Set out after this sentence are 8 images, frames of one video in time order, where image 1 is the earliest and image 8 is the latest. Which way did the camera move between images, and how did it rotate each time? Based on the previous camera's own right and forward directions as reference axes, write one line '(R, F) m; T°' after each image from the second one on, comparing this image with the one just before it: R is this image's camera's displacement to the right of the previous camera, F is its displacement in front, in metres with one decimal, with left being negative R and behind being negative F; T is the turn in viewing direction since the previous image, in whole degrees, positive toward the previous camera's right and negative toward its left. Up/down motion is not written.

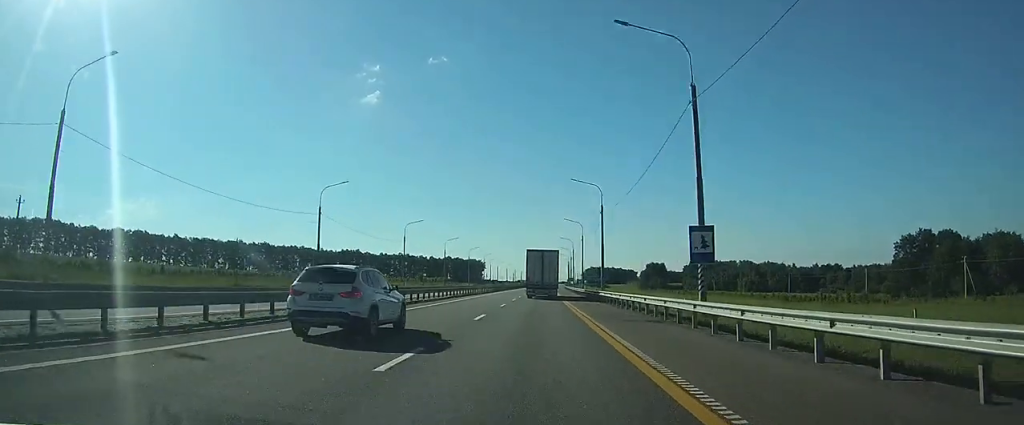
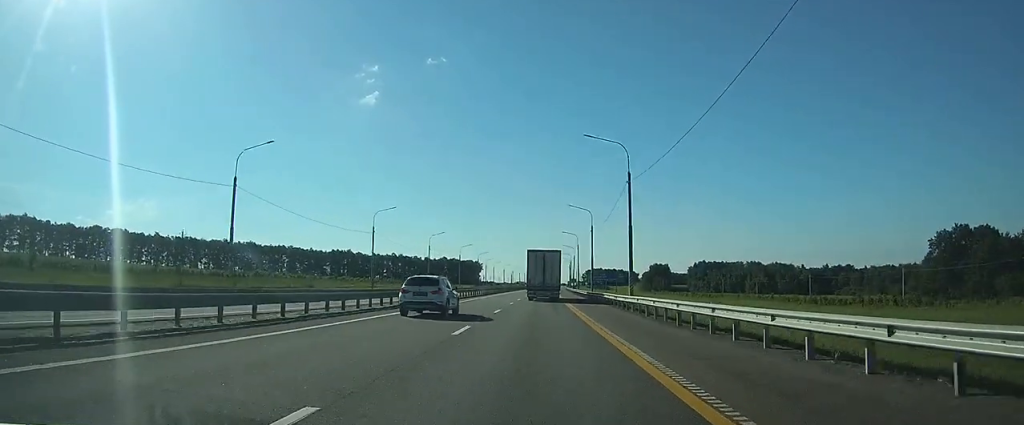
(0.0, +17.6) m; 0°
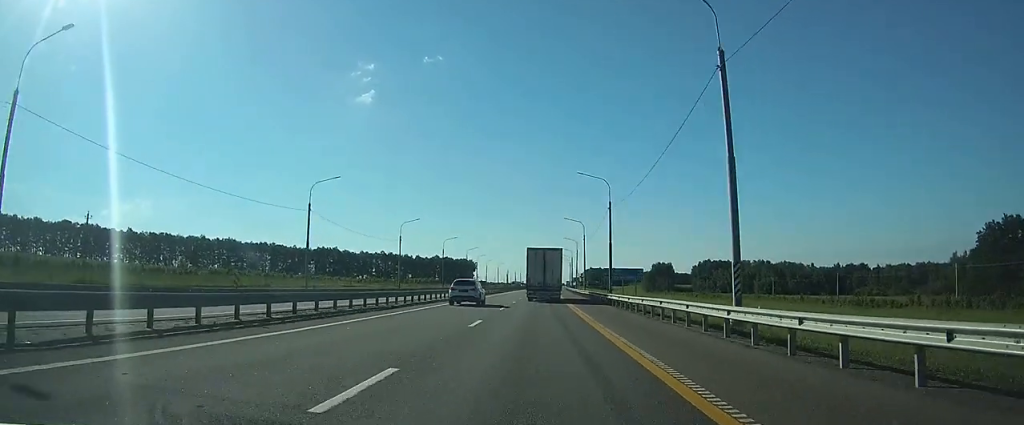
(+0.1, +21.3) m; 0°
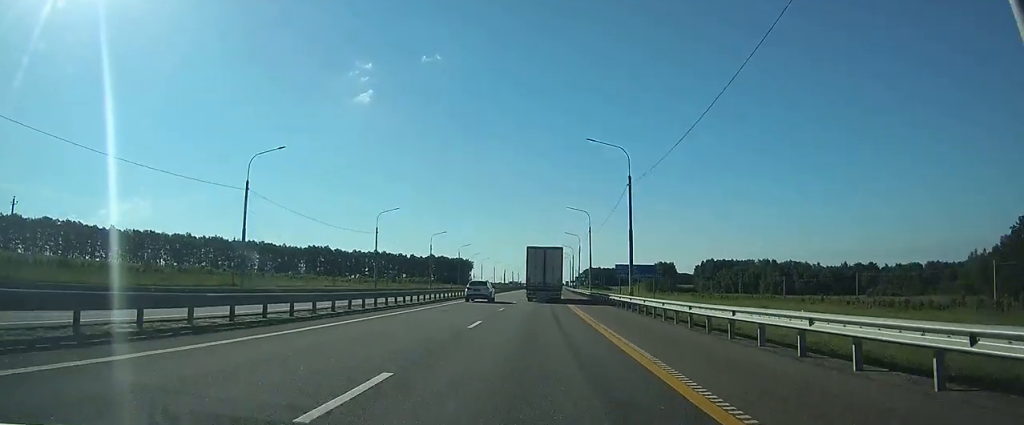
(0.0, +12.6) m; 0°
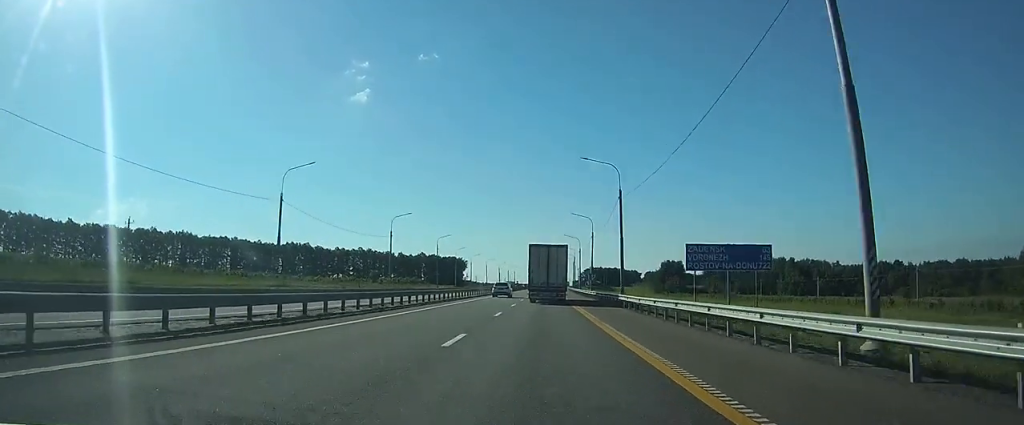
(0.0, +29.7) m; 0°
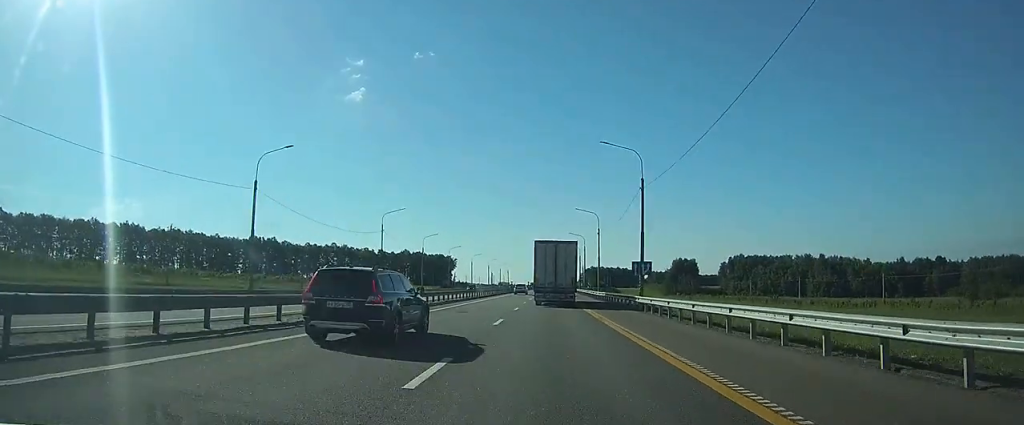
(0.0, +40.7) m; 0°
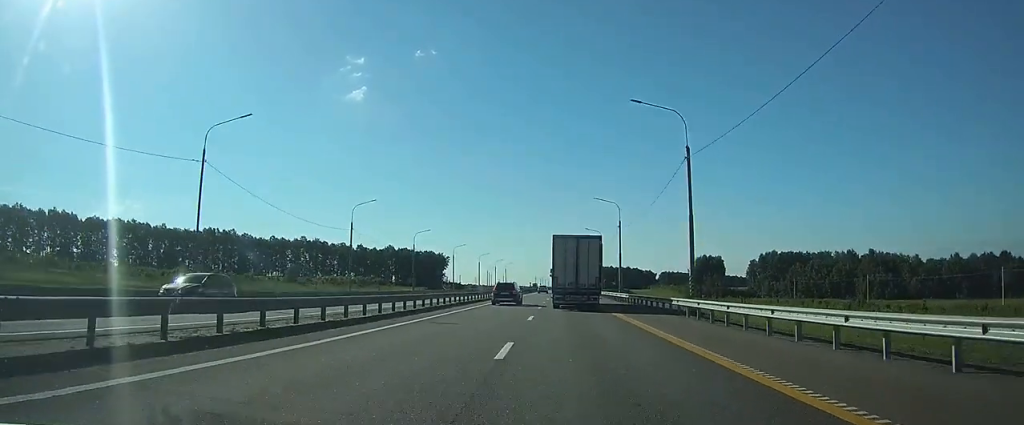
(0.0, +44.4) m; 0°
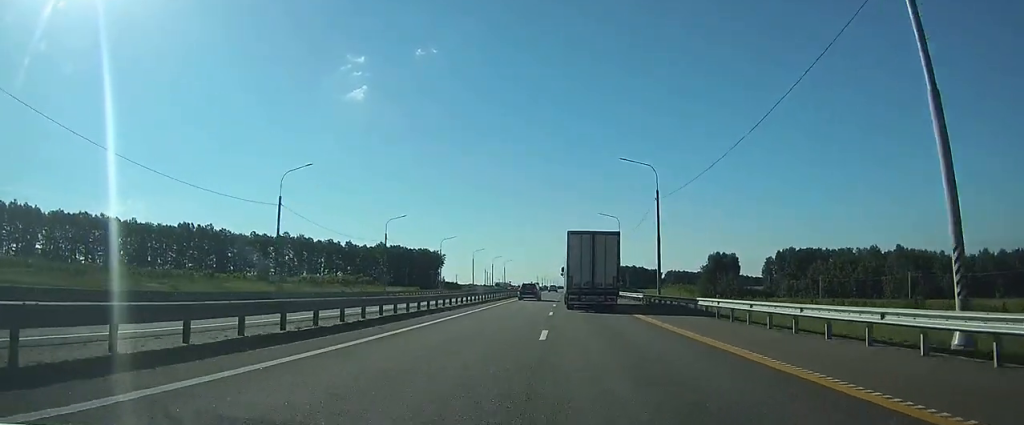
(0.0, +20.0) m; 0°
